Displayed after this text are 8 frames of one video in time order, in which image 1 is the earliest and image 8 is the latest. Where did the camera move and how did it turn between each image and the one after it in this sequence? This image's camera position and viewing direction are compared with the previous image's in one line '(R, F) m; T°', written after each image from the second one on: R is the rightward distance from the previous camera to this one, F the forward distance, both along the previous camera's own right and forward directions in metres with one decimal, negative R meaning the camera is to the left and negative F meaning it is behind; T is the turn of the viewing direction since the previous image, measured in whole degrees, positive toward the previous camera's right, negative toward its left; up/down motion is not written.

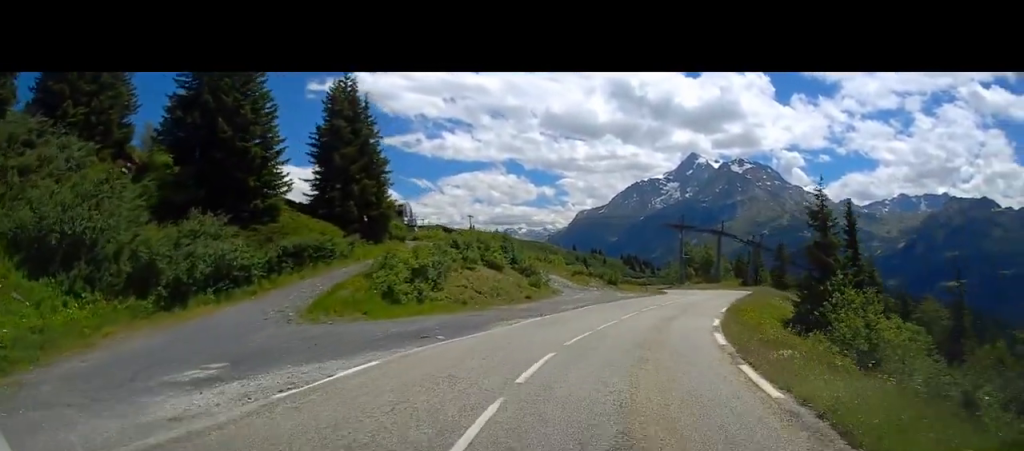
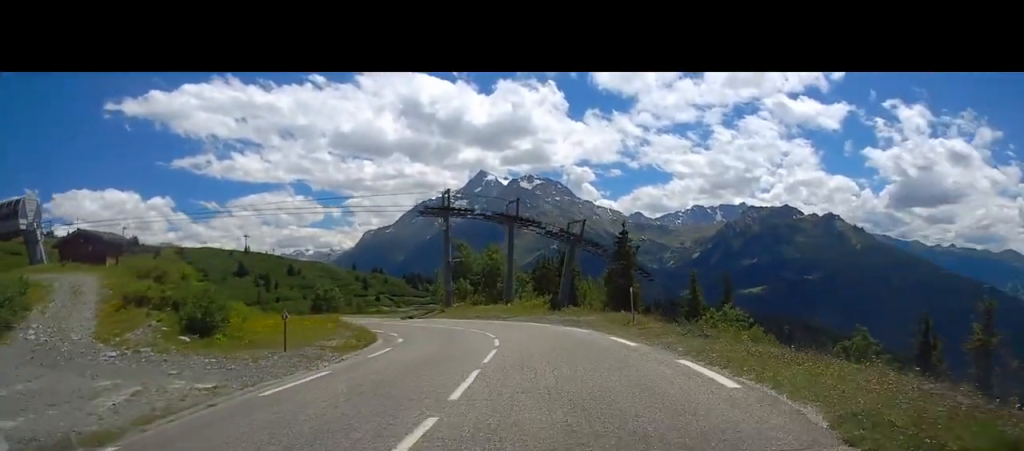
(+7.5, +40.2) m; +15°
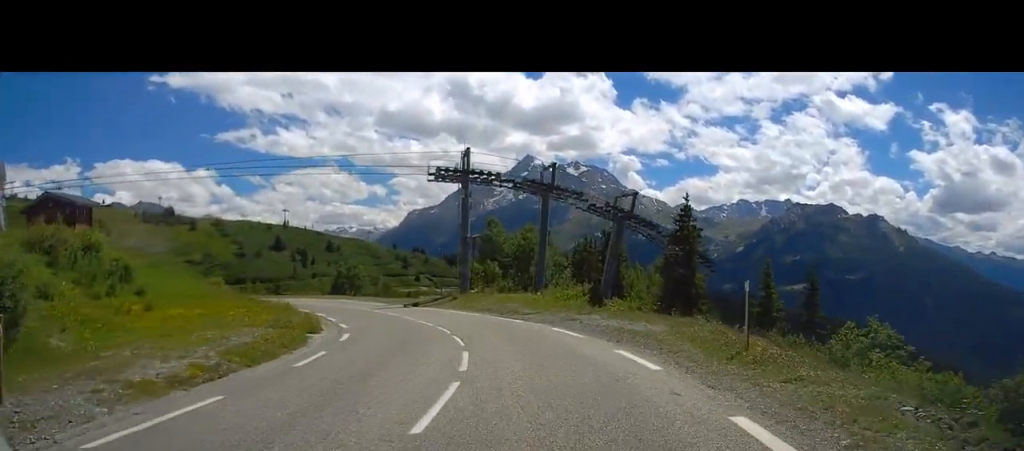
(-0.4, +11.7) m; -6°
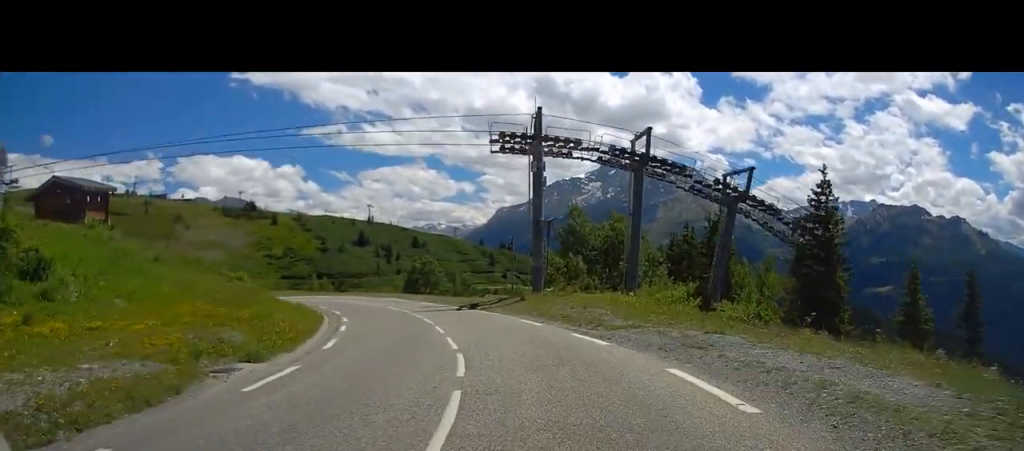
(-0.7, +10.1) m; -8°
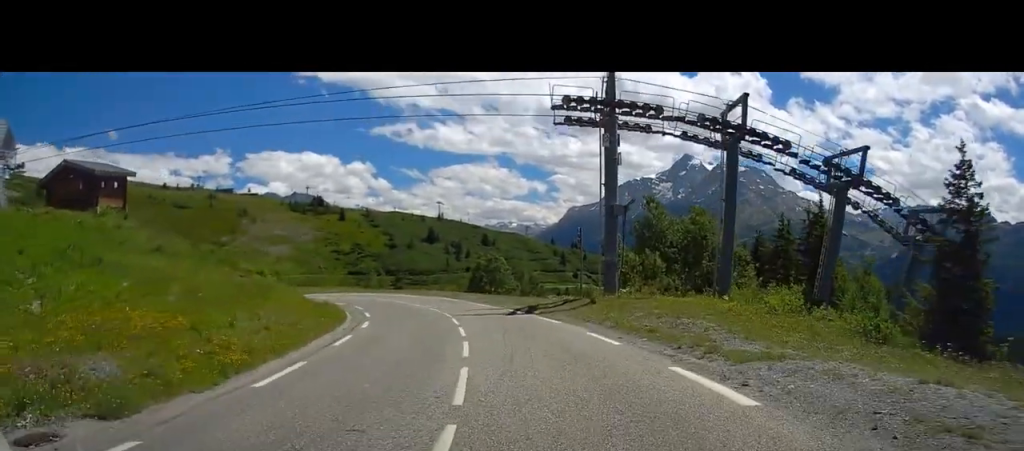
(-0.3, +6.7) m; -5°
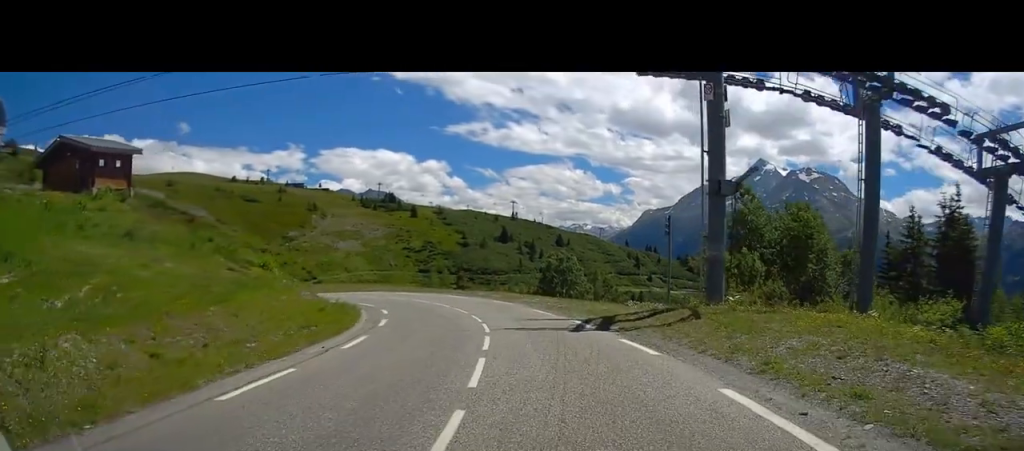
(-0.5, +8.0) m; -7°
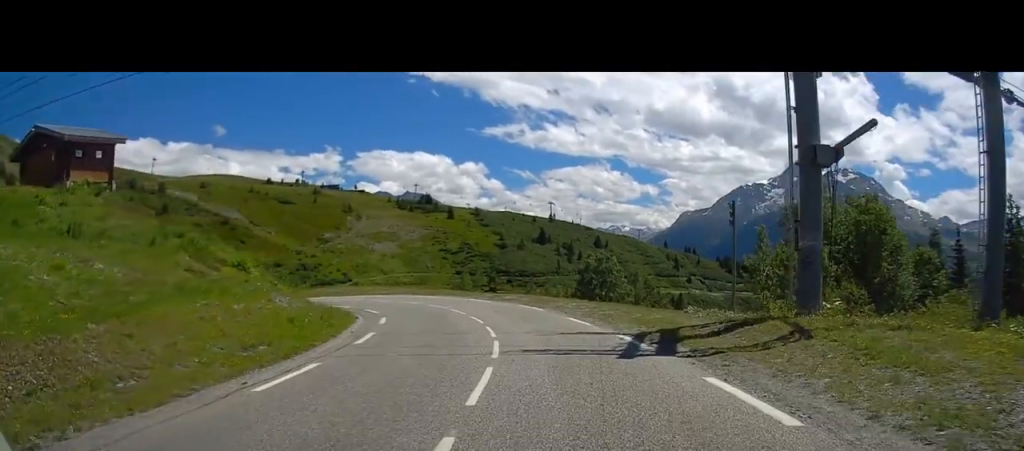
(-0.1, +5.5) m; -4°
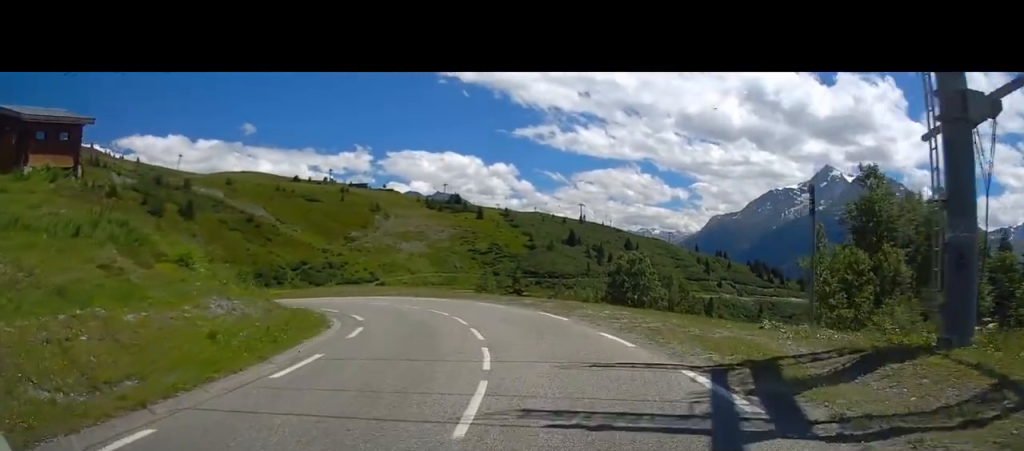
(-0.4, +5.4) m; -2°
